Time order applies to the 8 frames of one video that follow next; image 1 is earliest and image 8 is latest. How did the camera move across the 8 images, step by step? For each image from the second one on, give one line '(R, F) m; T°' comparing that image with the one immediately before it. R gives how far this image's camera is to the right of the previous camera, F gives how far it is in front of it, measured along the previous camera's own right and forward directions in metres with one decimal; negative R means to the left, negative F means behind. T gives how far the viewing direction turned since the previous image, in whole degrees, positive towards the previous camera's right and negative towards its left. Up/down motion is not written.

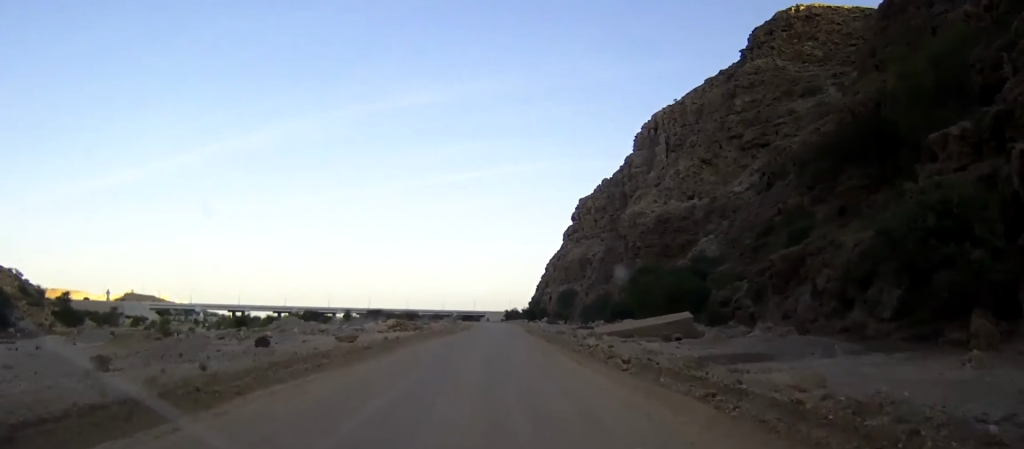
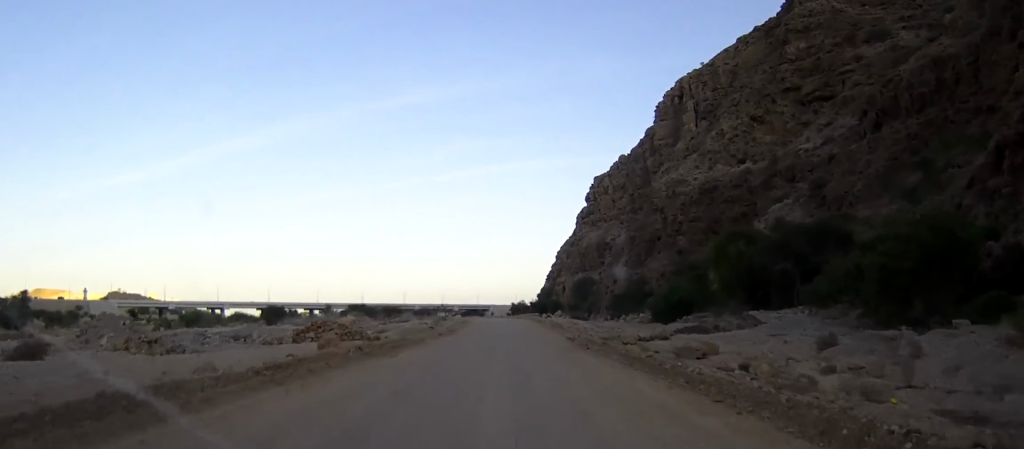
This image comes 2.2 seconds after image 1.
(+0.2, +40.9) m; +1°
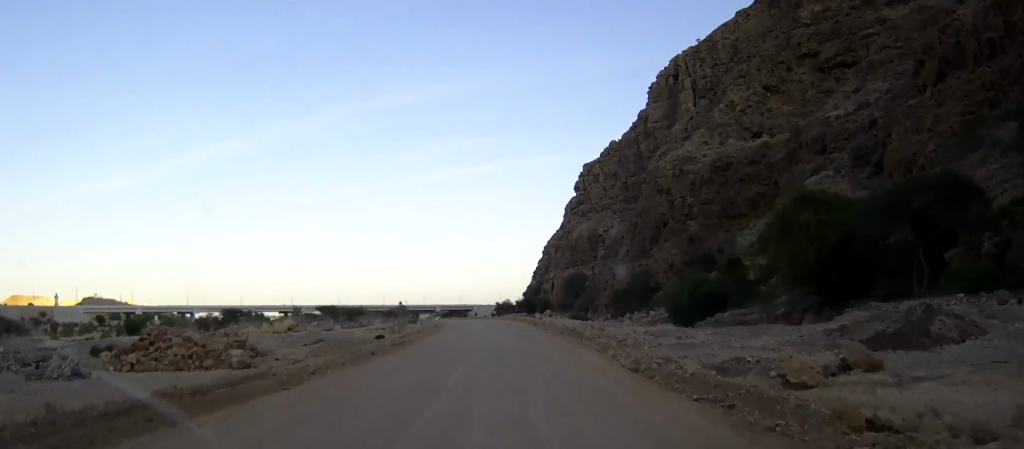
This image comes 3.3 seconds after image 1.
(0.0, +20.7) m; 0°
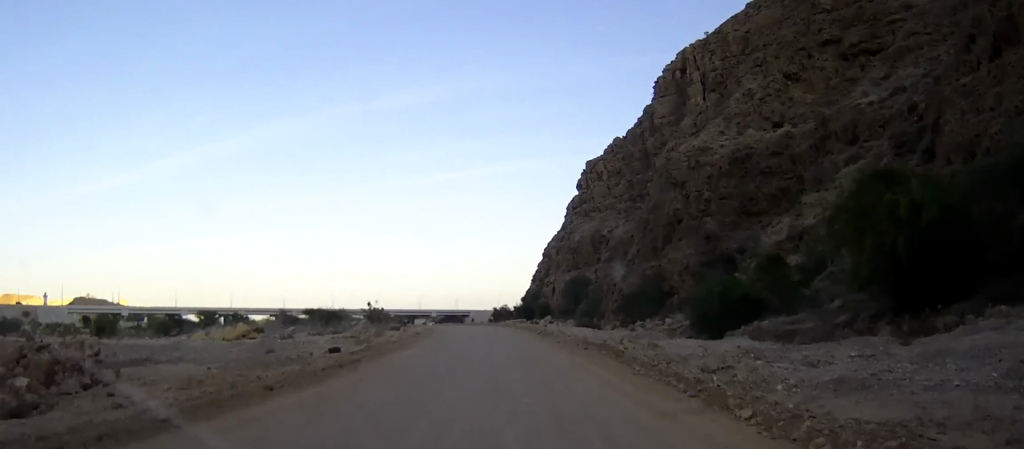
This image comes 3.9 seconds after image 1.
(0.0, +11.6) m; 0°
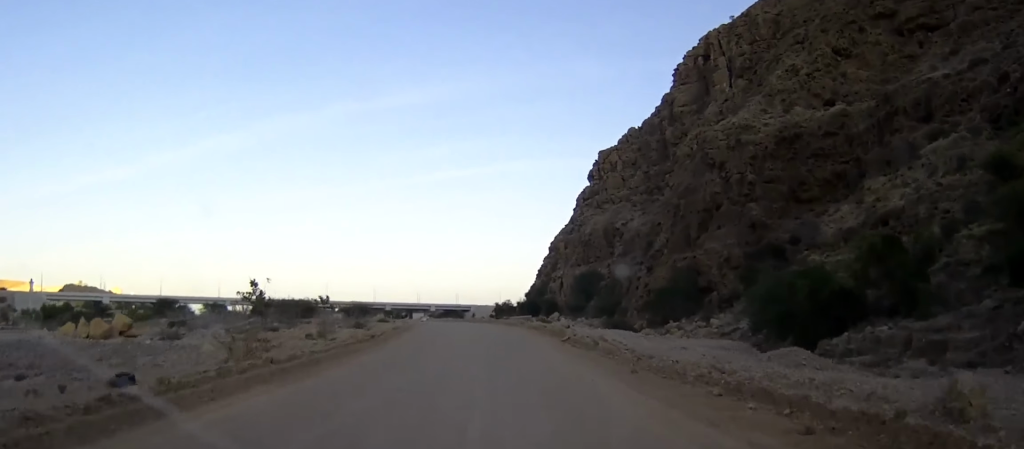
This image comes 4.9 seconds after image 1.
(0.0, +19.5) m; 0°
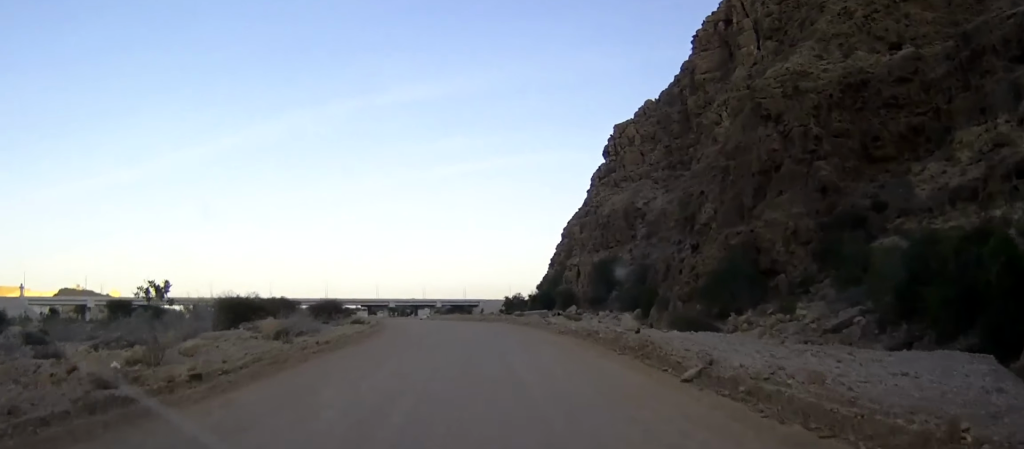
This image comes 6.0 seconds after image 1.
(-0.1, +21.8) m; -1°
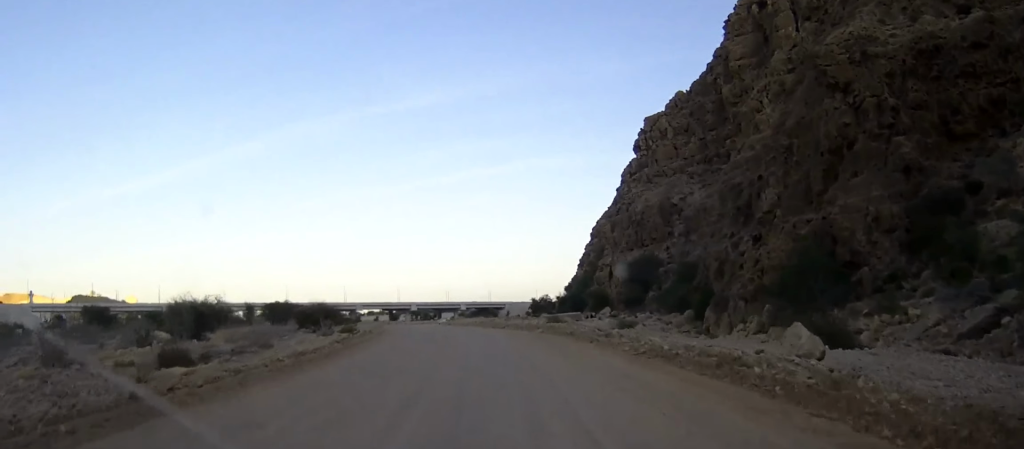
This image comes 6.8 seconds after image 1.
(0.0, +15.1) m; -2°
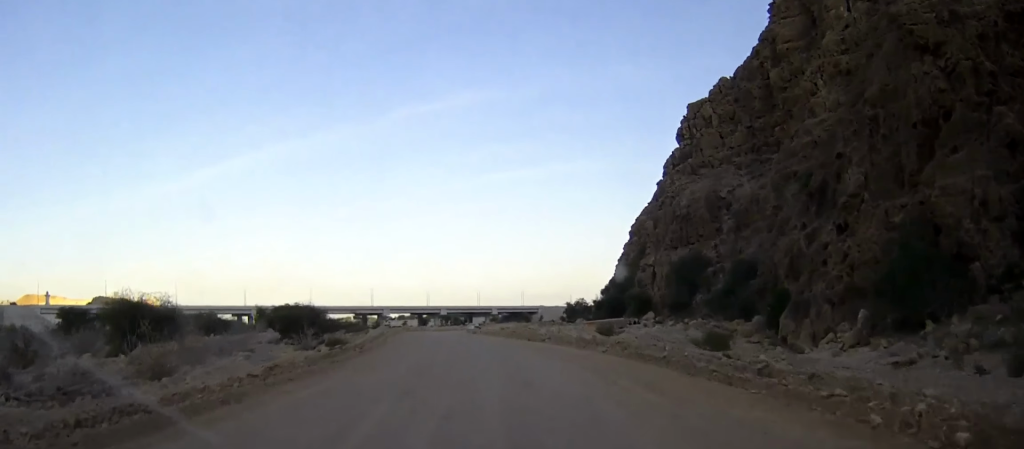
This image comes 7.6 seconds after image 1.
(-0.4, +13.9) m; -2°
